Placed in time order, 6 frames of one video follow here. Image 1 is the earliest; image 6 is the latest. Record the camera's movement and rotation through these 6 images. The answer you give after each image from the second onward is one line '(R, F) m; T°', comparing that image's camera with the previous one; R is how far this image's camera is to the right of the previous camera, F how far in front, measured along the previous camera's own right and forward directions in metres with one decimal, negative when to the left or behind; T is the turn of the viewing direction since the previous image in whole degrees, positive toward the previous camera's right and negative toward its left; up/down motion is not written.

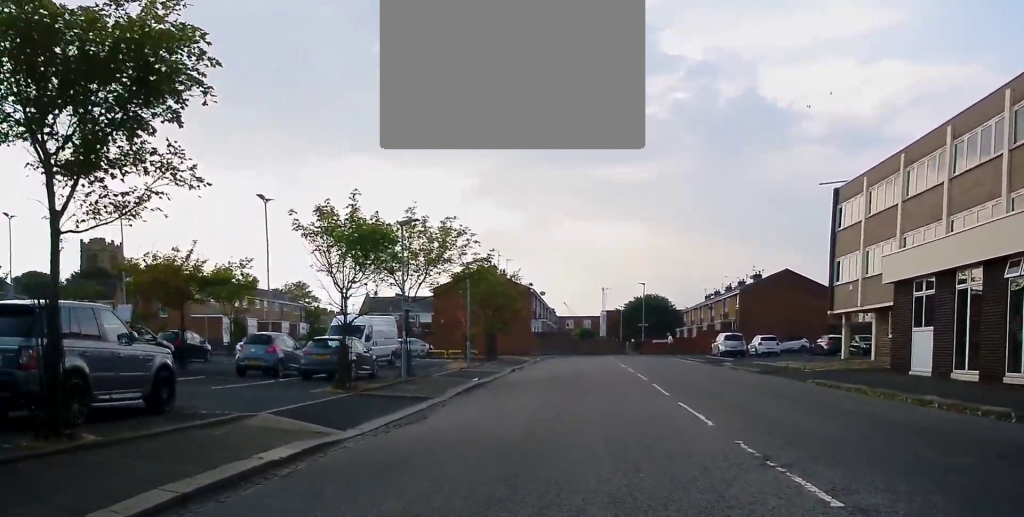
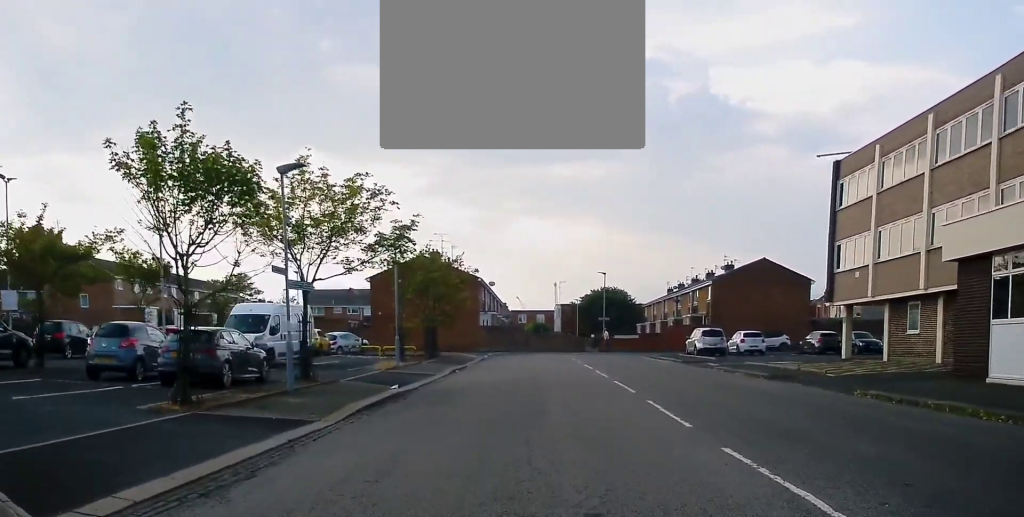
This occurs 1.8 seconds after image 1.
(-0.1, +7.1) m; -2°
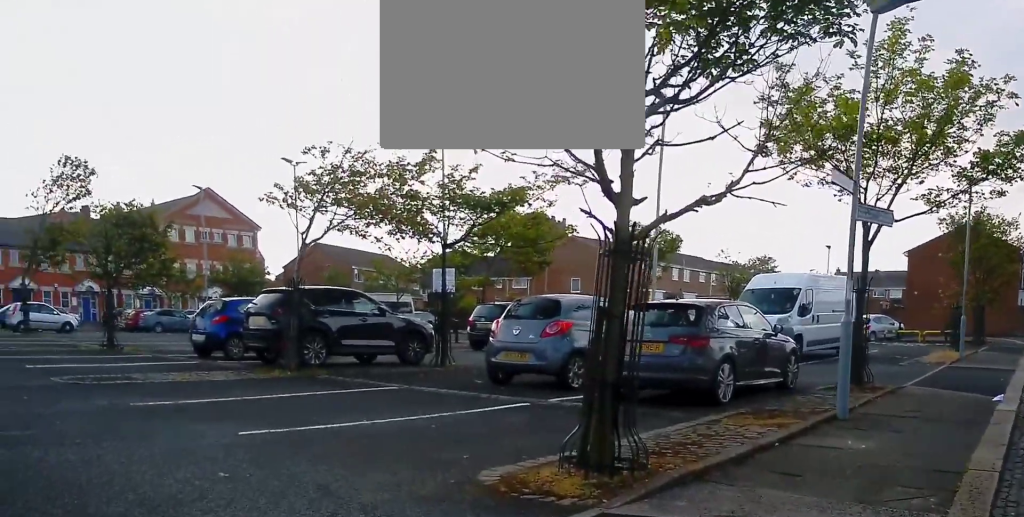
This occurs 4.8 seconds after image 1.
(-2.3, +7.9) m; -43°
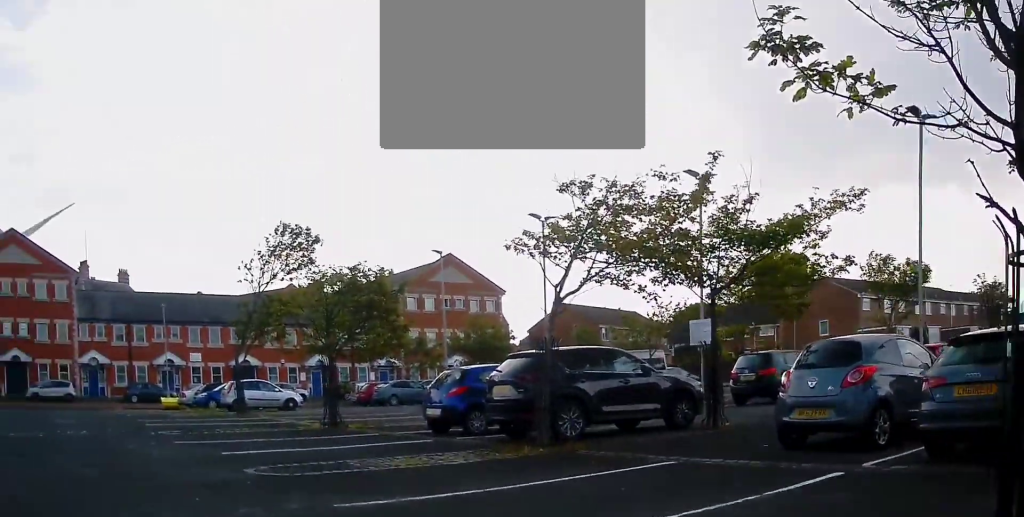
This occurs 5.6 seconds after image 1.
(-0.2, +2.1) m; -11°
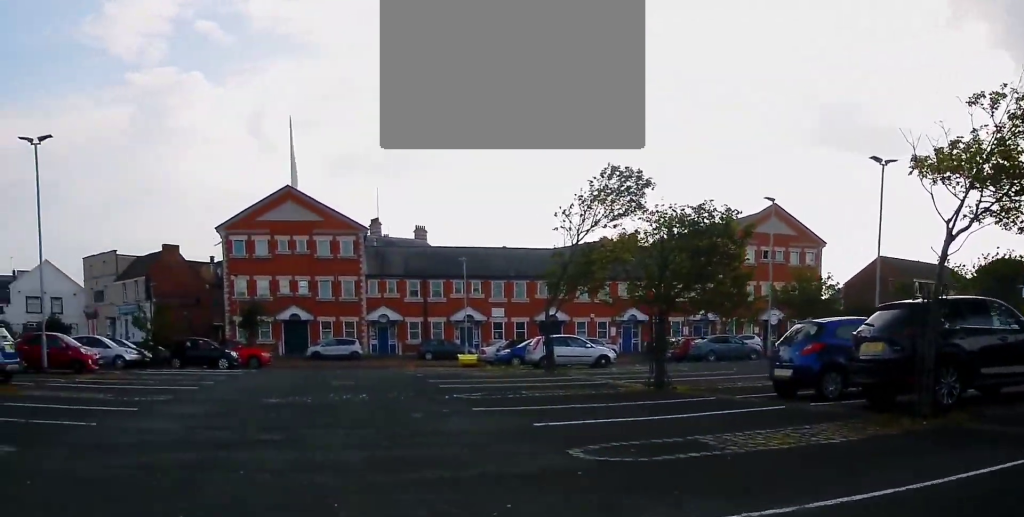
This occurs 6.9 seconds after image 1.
(-0.4, +2.6) m; -20°
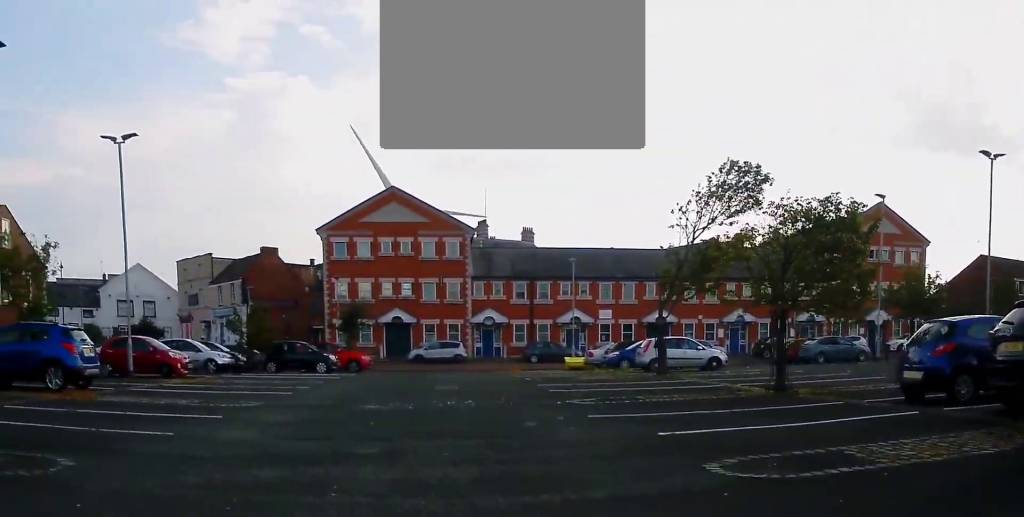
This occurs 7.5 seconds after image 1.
(-0.1, +1.0) m; -13°
